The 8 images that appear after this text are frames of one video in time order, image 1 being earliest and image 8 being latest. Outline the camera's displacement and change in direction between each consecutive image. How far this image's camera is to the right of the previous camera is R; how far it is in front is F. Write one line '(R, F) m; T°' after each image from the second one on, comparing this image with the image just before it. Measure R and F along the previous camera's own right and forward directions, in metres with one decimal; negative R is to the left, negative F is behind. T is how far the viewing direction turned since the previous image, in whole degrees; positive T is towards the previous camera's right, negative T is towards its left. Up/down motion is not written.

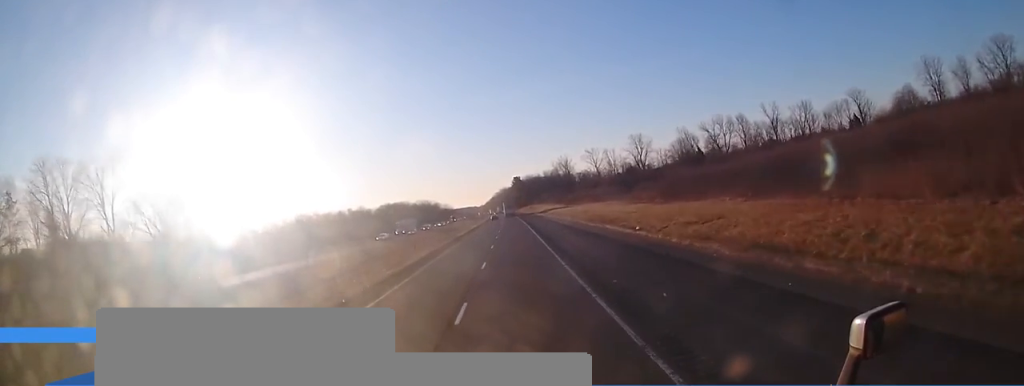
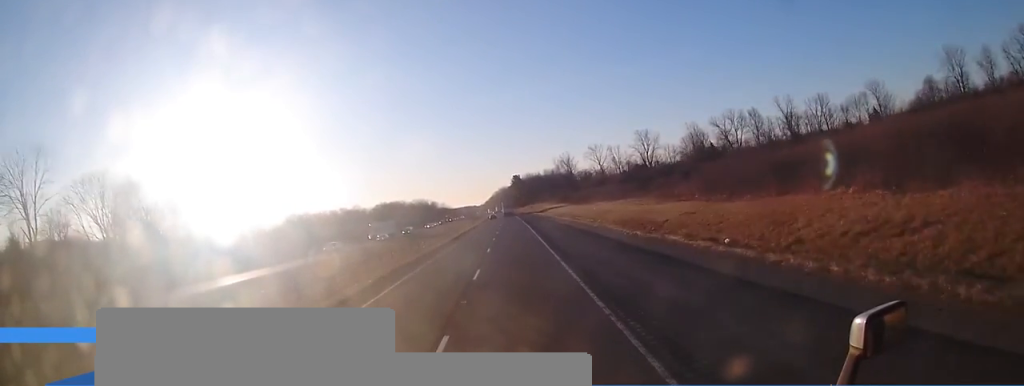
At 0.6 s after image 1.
(+0.1, +16.0) m; 0°
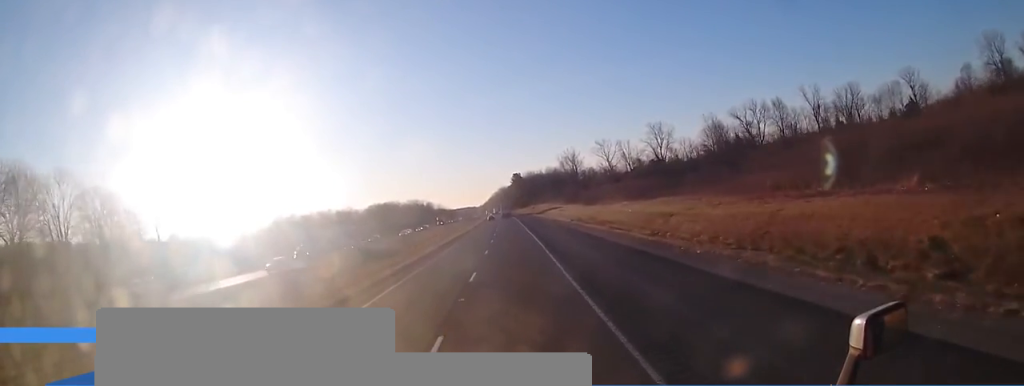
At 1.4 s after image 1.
(0.0, +24.3) m; 0°
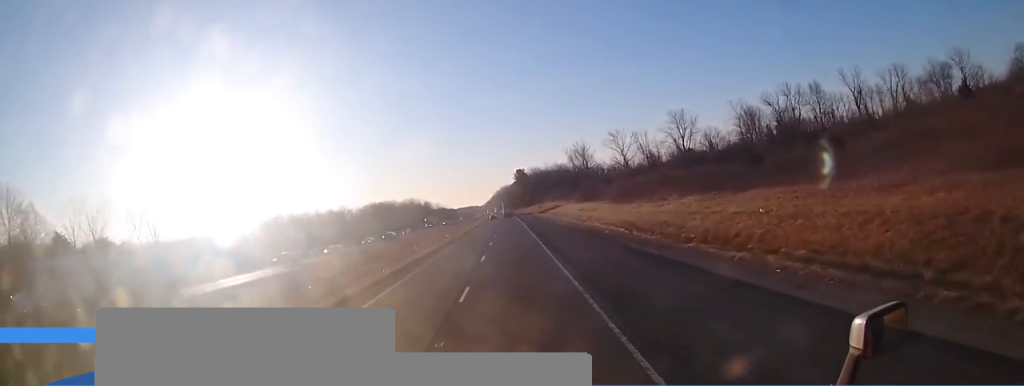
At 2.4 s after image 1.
(-0.3, +29.1) m; -1°
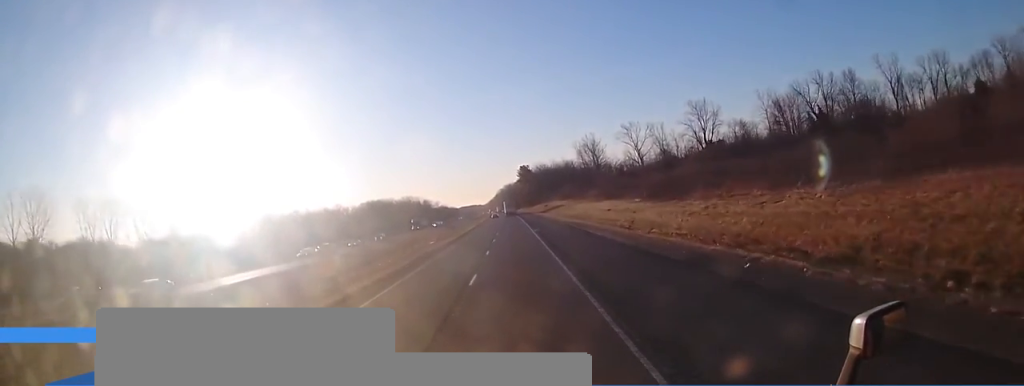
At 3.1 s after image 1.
(+0.1, +21.3) m; -1°
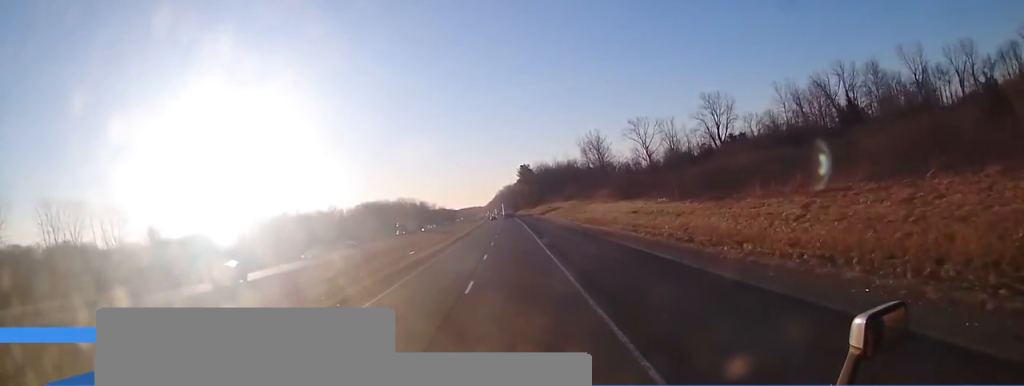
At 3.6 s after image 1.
(-0.2, +14.0) m; 0°
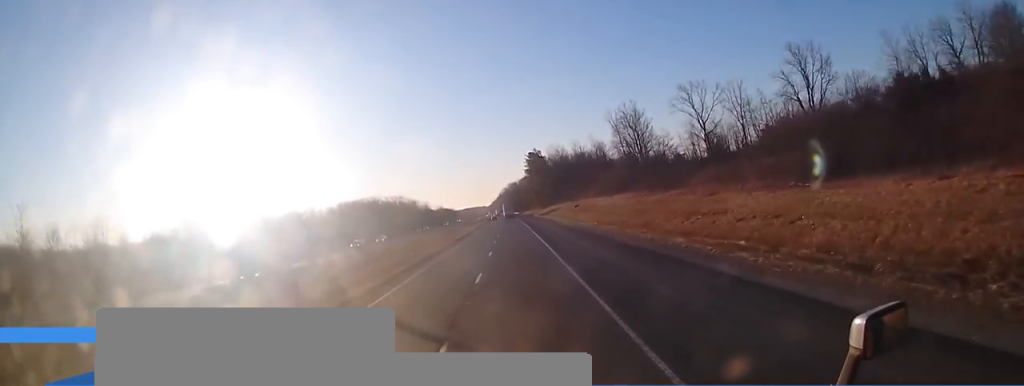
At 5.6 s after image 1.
(+0.5, +58.1) m; 0°
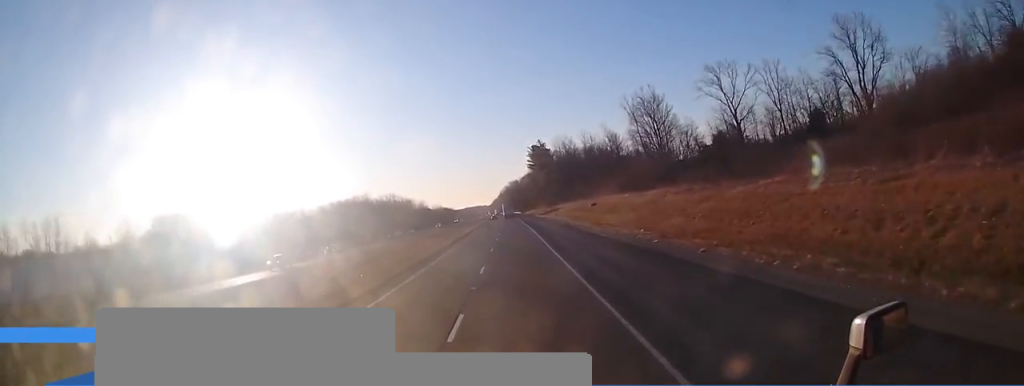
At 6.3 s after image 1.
(-0.2, +21.0) m; 0°
